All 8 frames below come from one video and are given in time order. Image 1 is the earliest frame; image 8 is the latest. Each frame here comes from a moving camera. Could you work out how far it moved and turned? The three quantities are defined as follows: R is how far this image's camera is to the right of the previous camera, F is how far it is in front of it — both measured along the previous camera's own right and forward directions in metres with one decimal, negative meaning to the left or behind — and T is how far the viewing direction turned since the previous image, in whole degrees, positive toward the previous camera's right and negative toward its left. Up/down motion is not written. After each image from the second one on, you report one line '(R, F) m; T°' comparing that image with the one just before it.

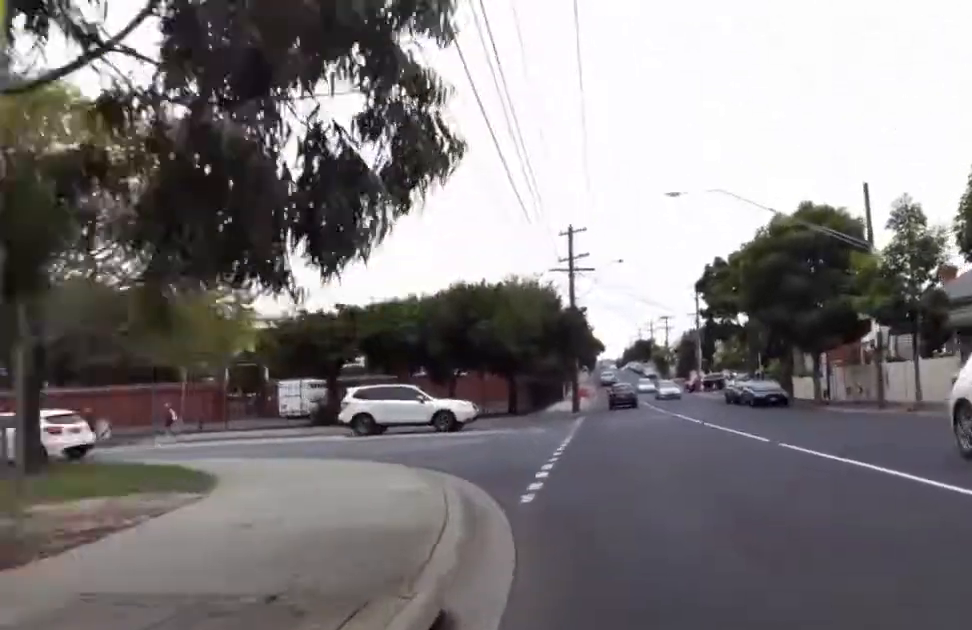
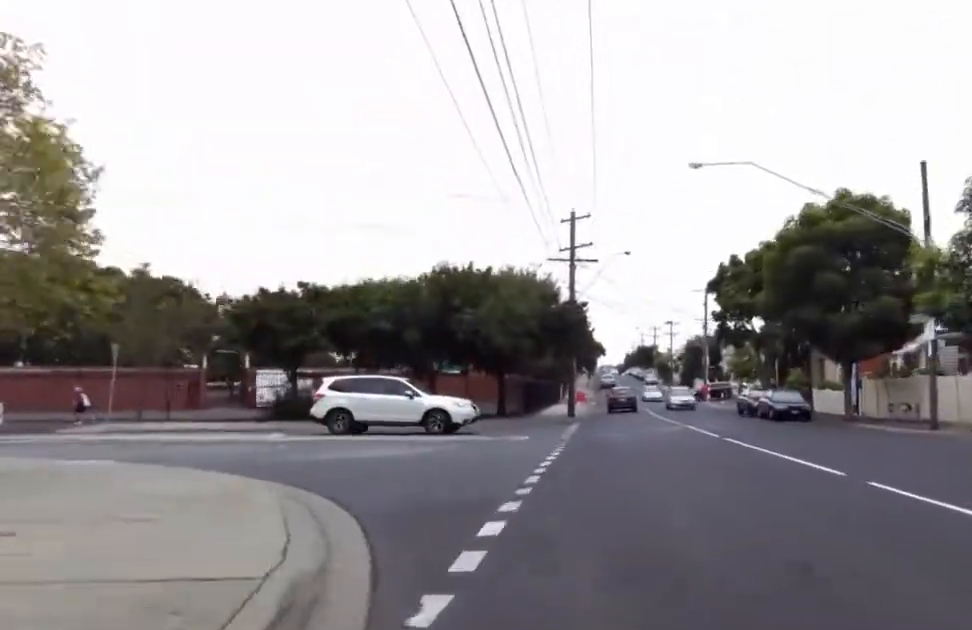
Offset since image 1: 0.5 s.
(-0.2, +4.3) m; +4°
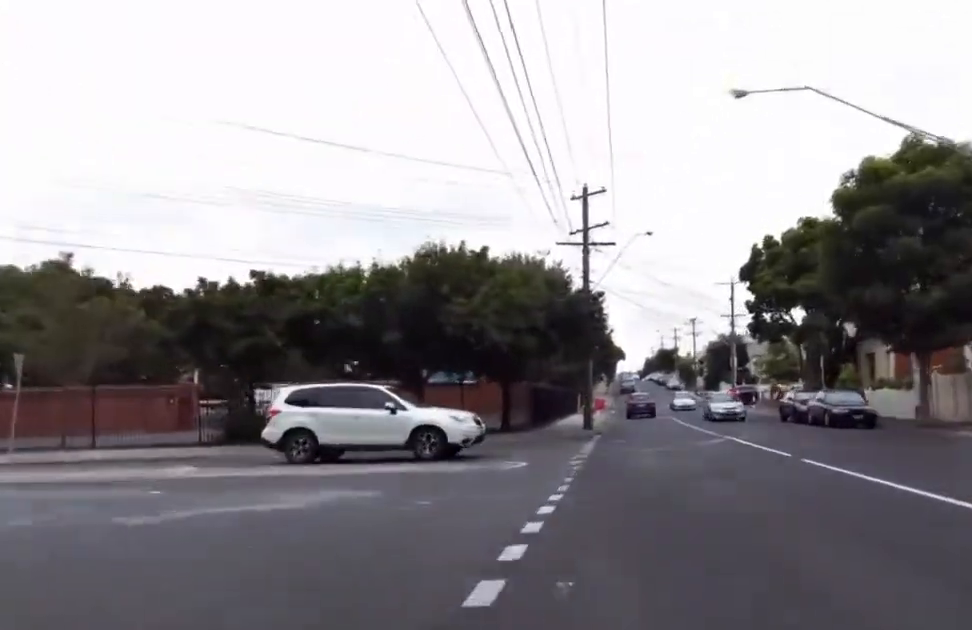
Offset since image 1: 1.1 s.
(+0.7, +5.3) m; 0°
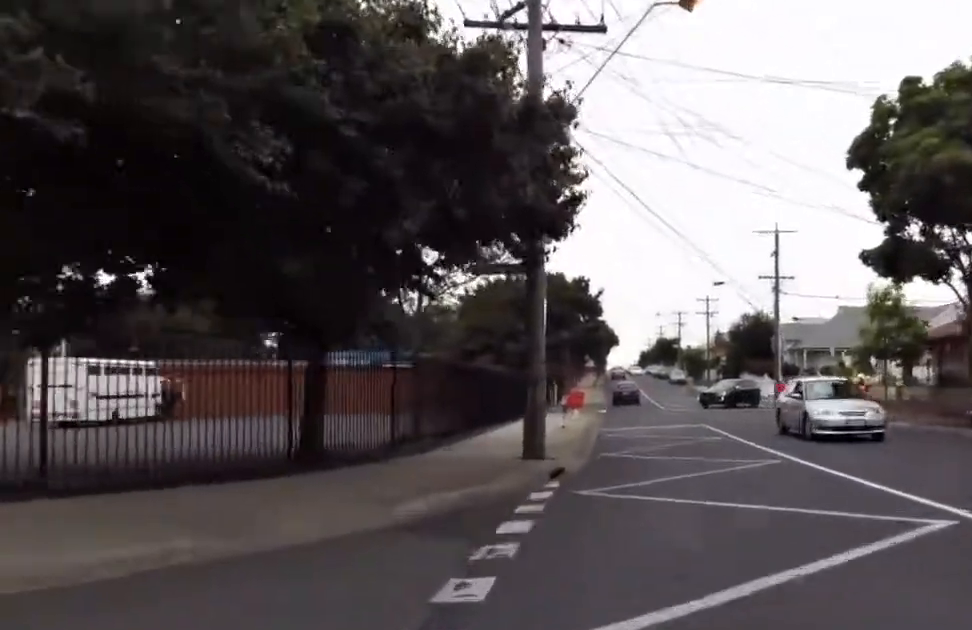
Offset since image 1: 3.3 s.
(+0.3, +20.2) m; -1°
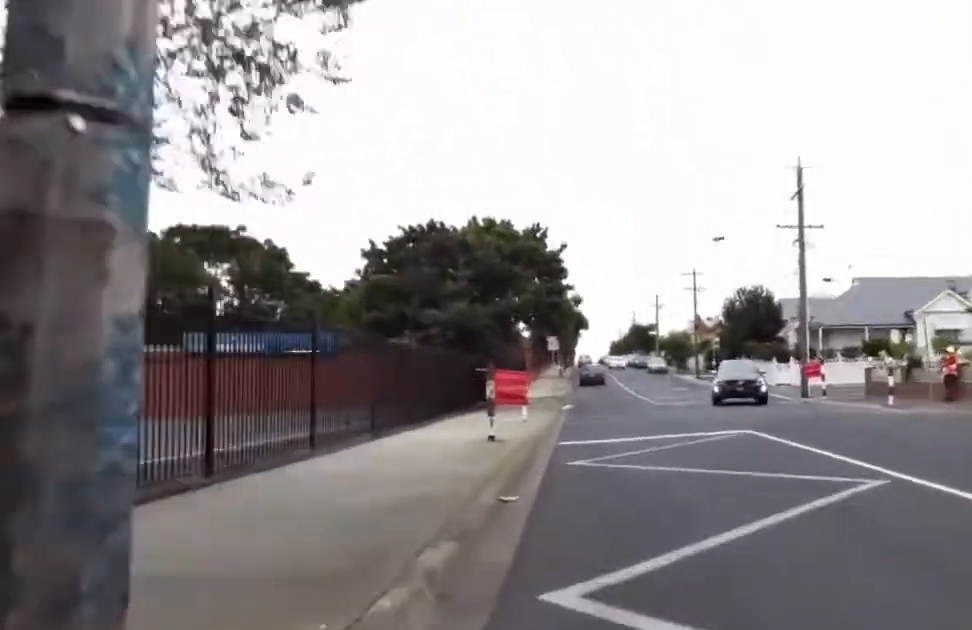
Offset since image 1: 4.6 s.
(-1.0, +12.0) m; 0°
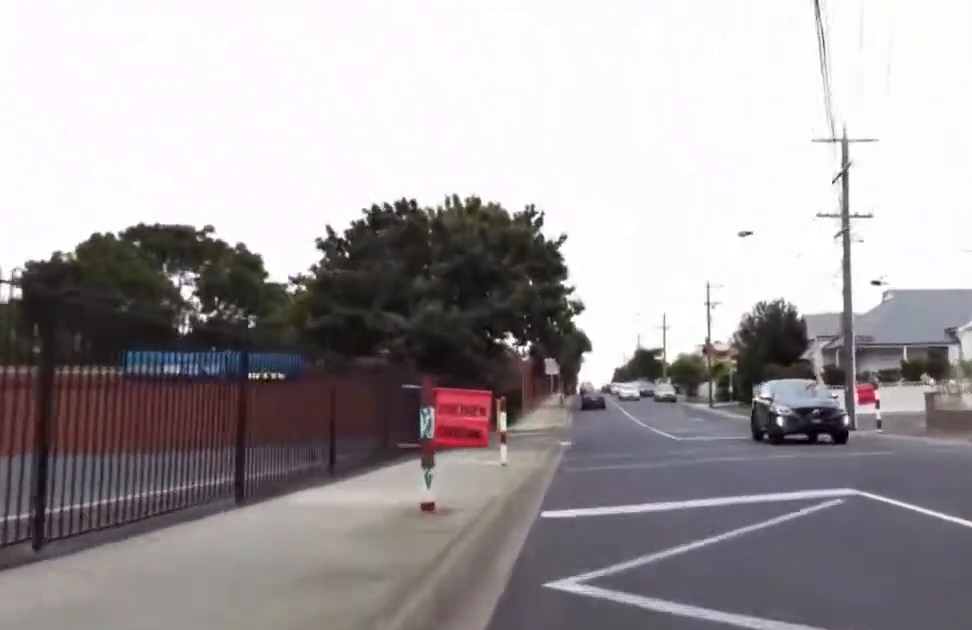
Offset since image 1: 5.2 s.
(+0.8, +5.5) m; 0°
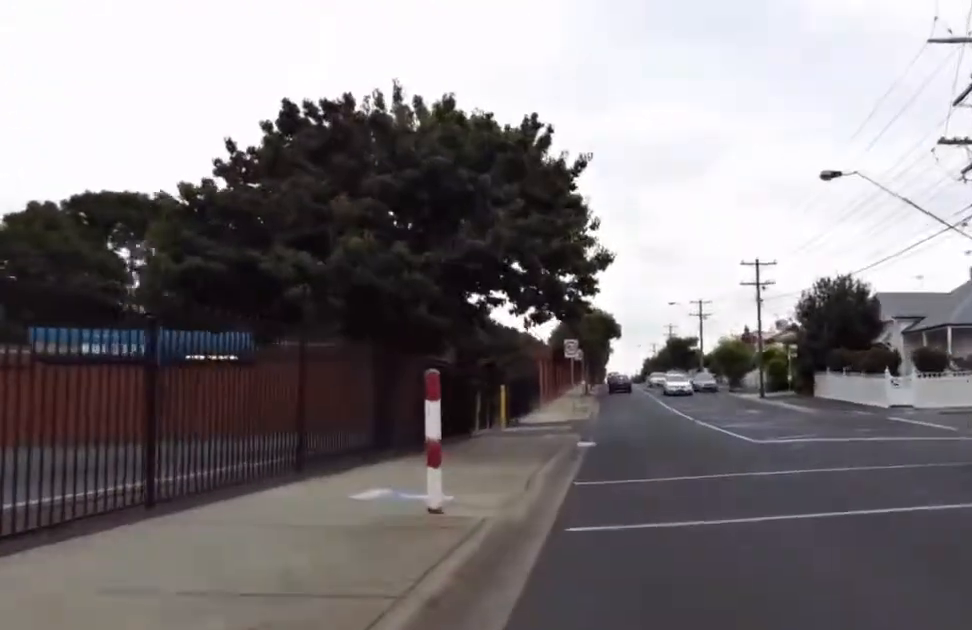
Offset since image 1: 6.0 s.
(-0.4, +8.5) m; 0°
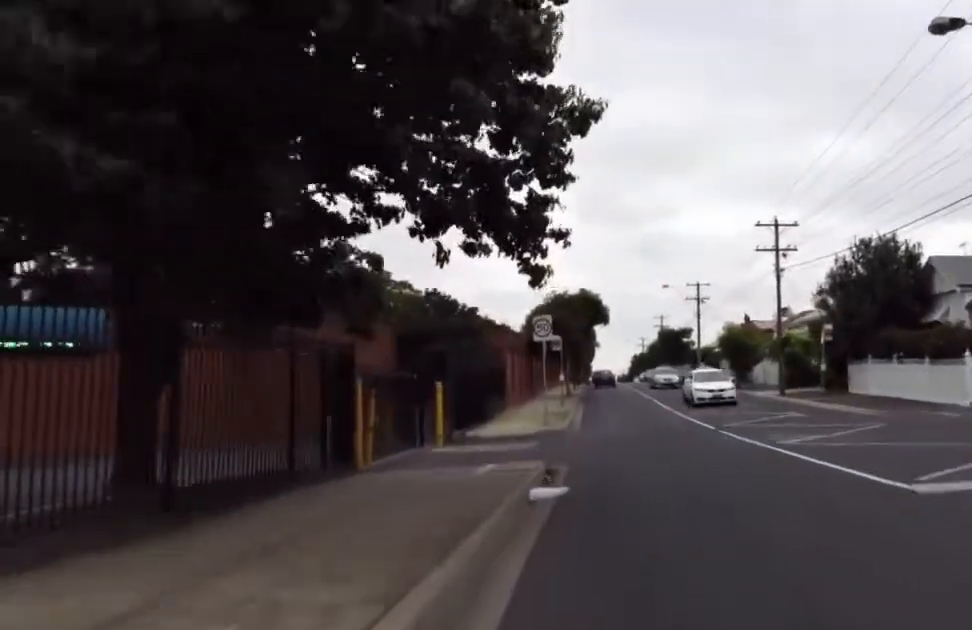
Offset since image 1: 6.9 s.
(0.0, +8.8) m; 0°
